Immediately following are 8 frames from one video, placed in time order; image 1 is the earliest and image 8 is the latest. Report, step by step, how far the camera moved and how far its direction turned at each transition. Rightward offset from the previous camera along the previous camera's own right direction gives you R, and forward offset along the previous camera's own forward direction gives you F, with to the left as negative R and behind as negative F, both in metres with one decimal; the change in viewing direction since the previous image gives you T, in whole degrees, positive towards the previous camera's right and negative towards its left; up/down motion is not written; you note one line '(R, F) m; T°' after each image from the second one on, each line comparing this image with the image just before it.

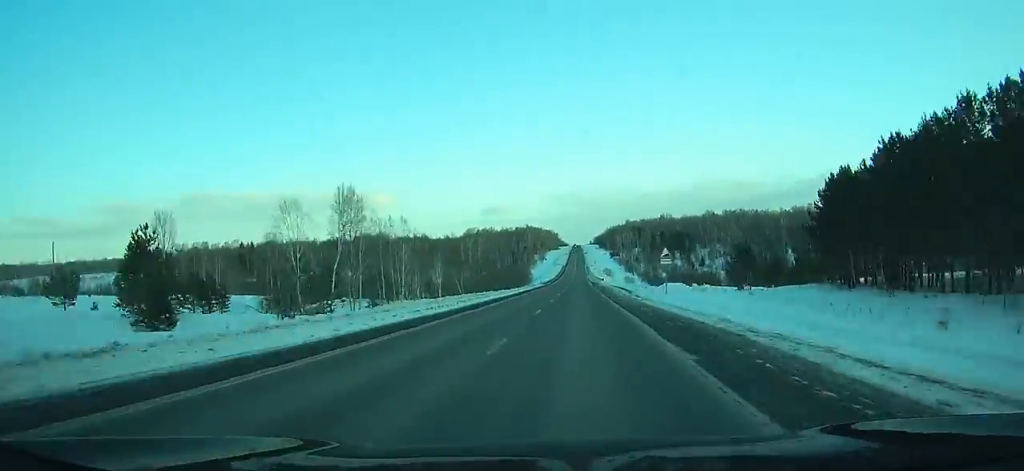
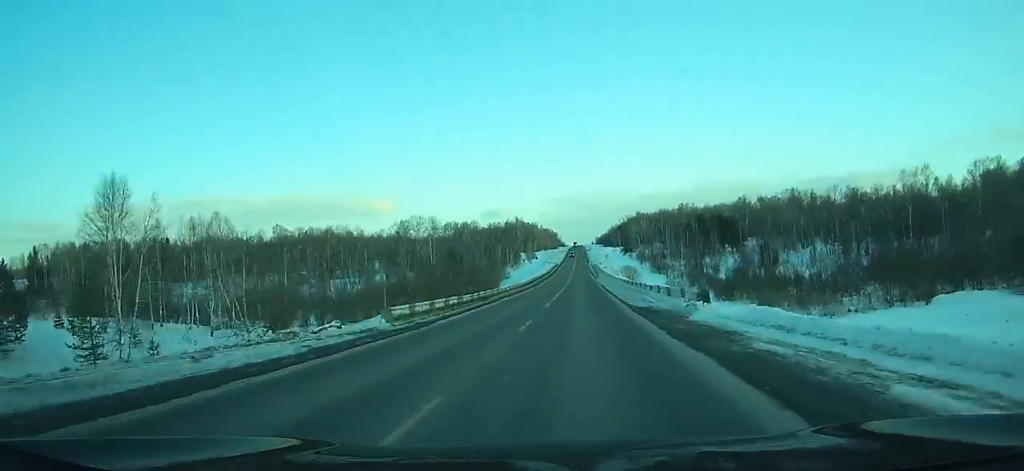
(-0.1, +91.5) m; 0°
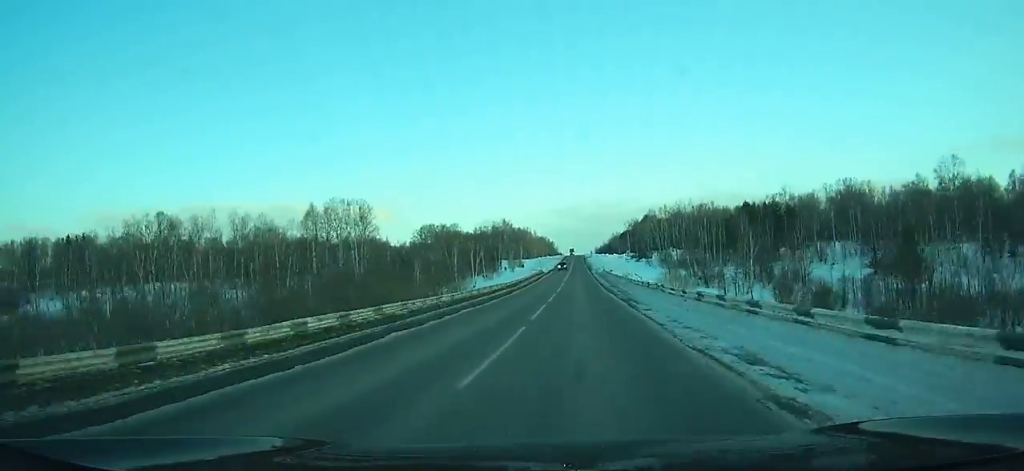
(0.0, +61.3) m; 0°
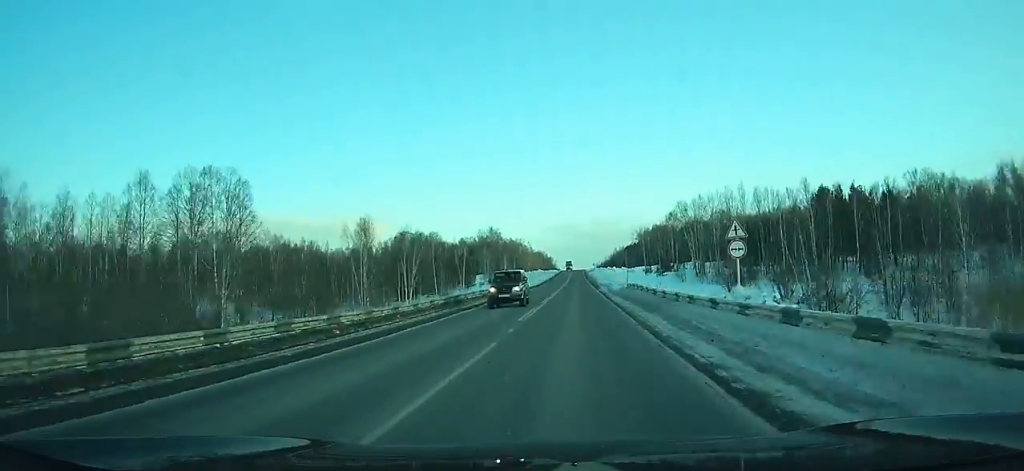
(+0.1, +53.0) m; 0°
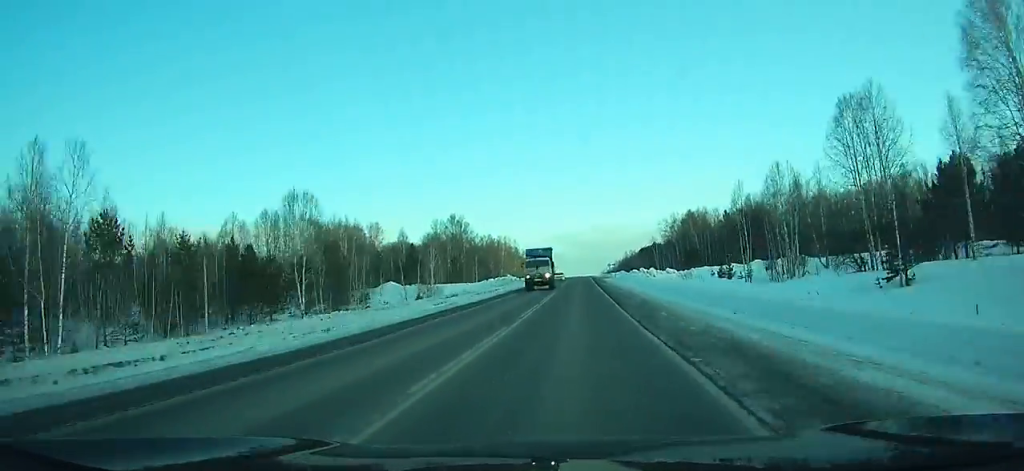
(-0.2, +100.0) m; 0°
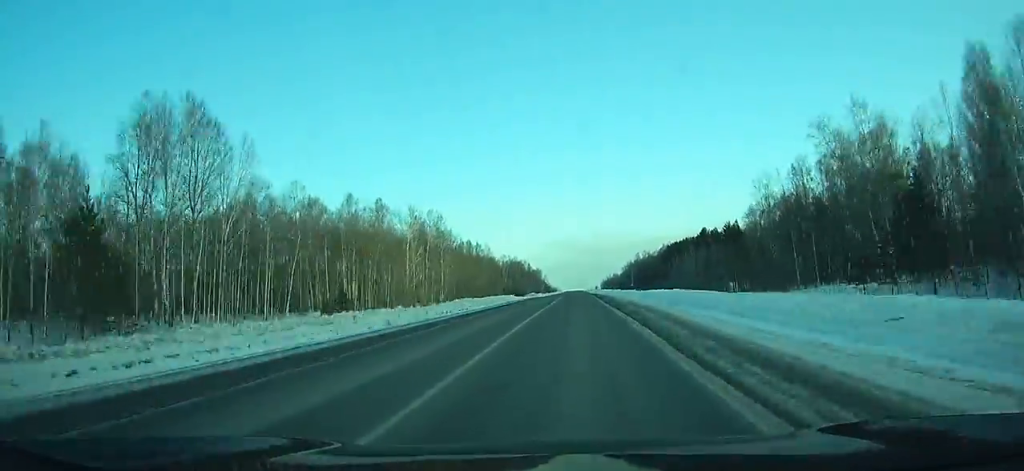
(+0.5, +150.8) m; 0°
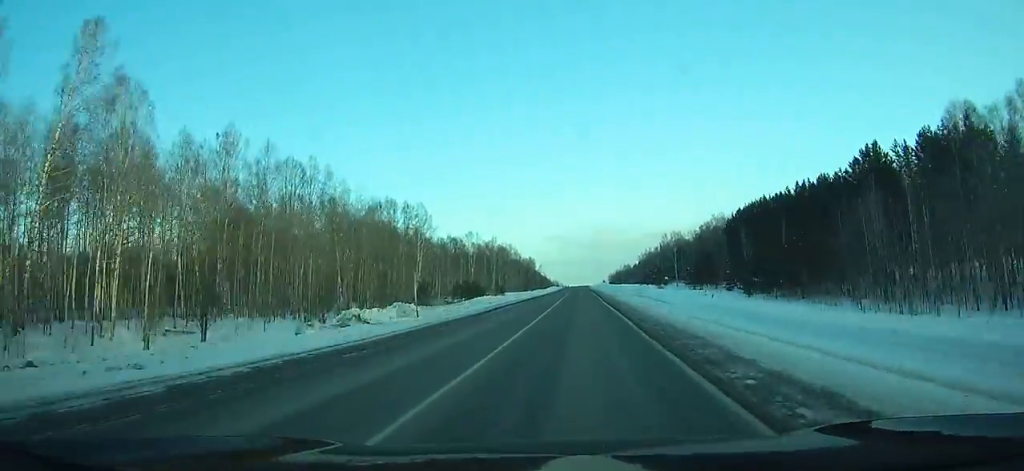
(-0.5, +119.9) m; 0°
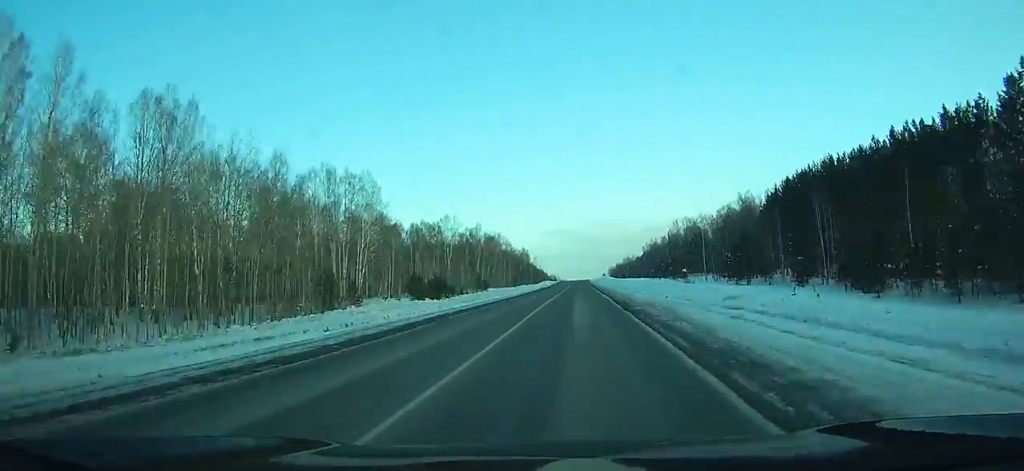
(-0.1, +38.3) m; 0°
